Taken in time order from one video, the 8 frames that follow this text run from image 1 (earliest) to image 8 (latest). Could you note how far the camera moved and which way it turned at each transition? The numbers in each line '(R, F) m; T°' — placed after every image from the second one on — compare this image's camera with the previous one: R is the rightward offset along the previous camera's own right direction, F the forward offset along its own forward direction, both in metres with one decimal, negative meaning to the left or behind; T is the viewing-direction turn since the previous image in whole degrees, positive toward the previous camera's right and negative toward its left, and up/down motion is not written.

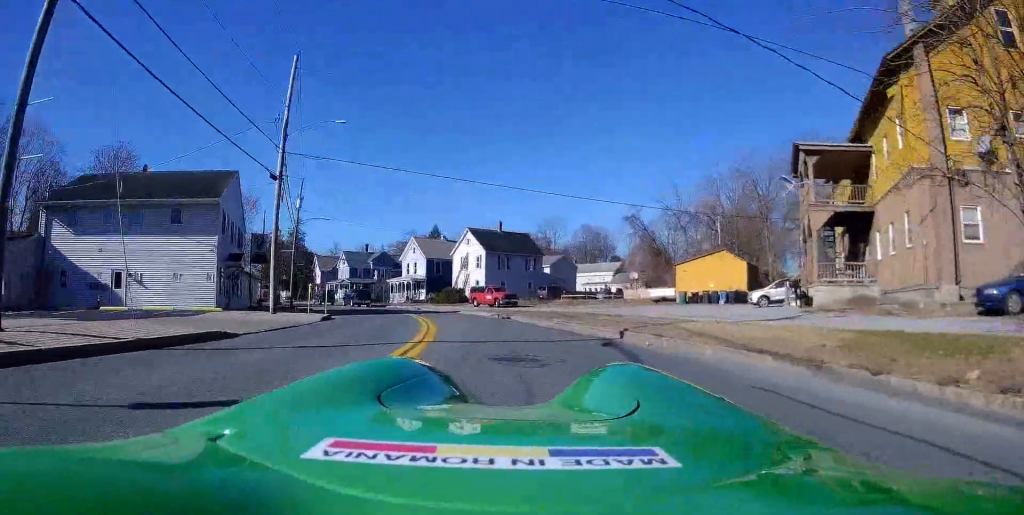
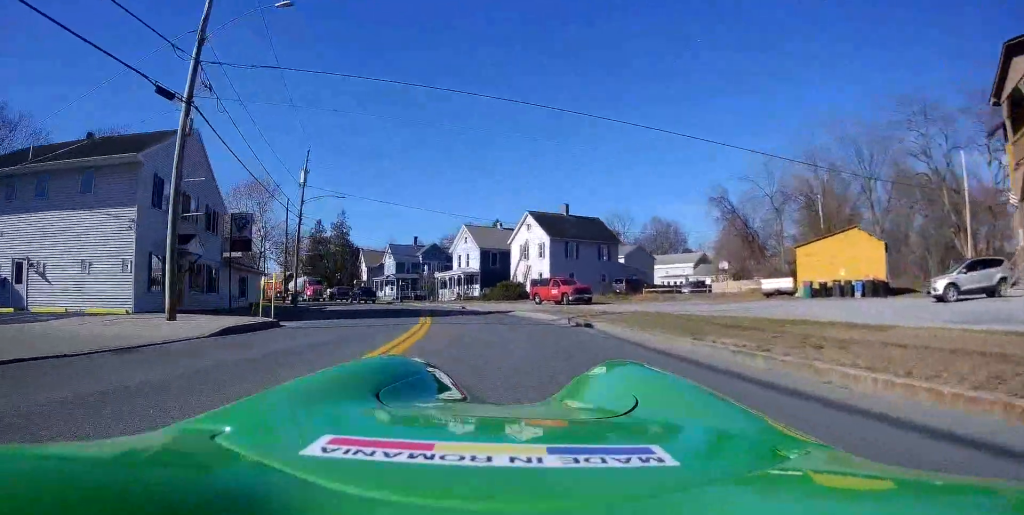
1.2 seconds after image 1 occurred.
(+0.3, +12.9) m; -3°
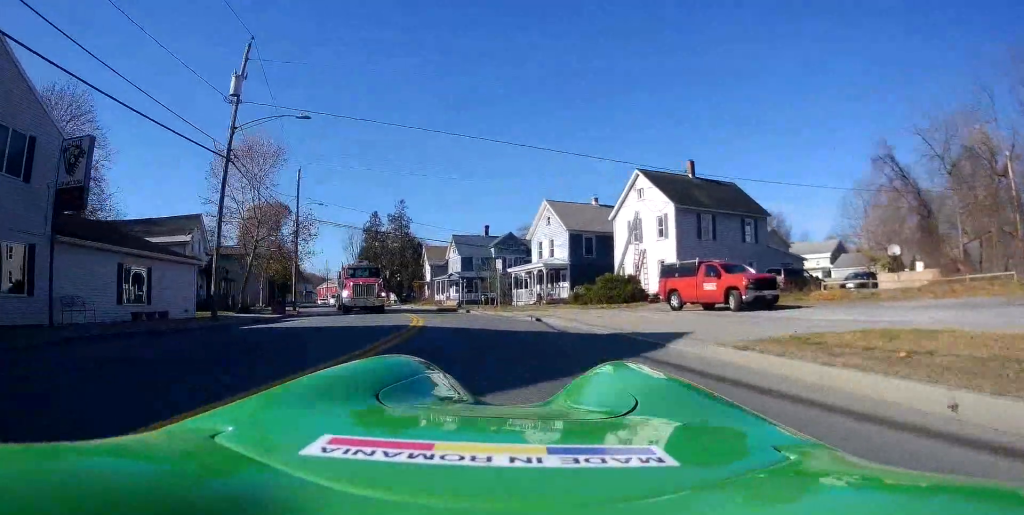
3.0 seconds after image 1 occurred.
(-1.6, +20.3) m; -7°
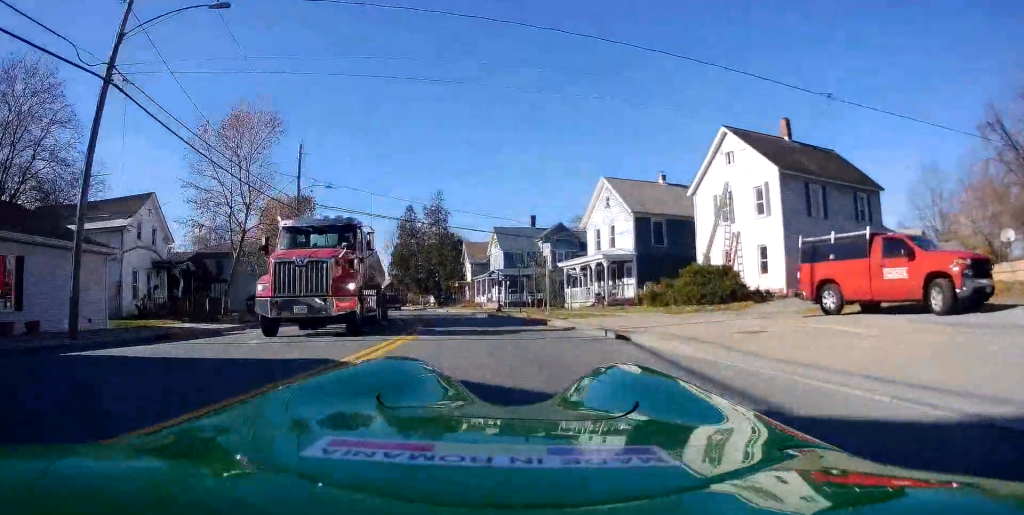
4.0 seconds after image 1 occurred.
(-0.3, +10.1) m; -6°
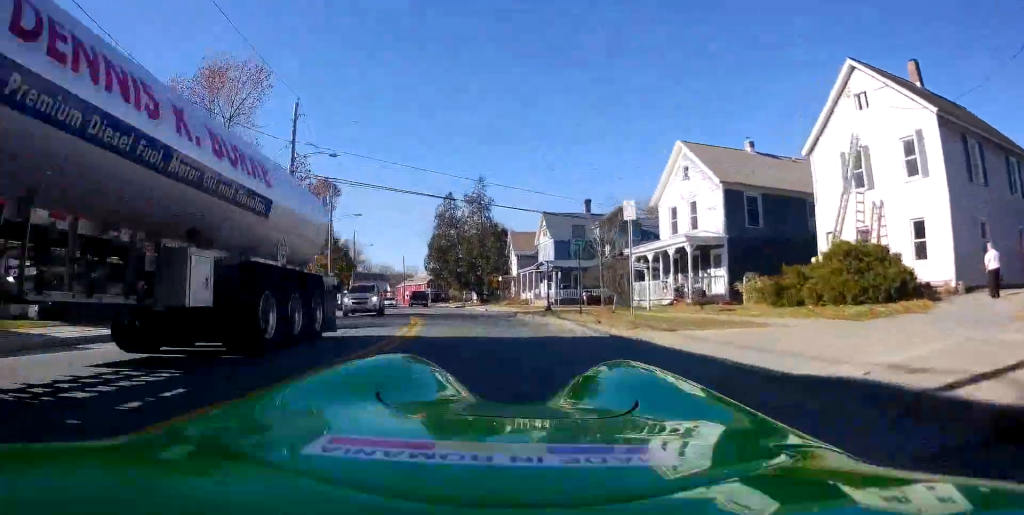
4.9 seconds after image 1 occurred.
(-0.7, +8.9) m; -7°
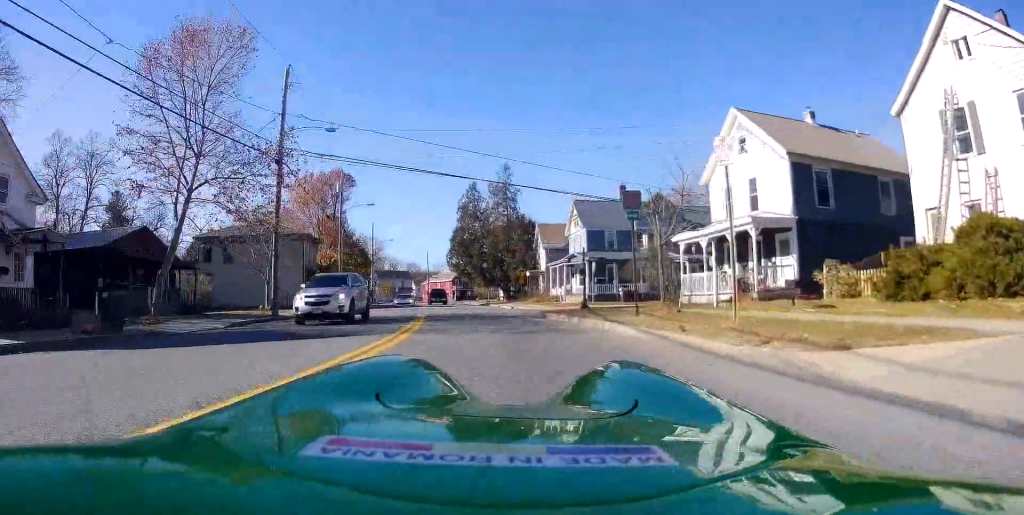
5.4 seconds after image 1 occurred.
(-0.2, +5.0) m; -2°
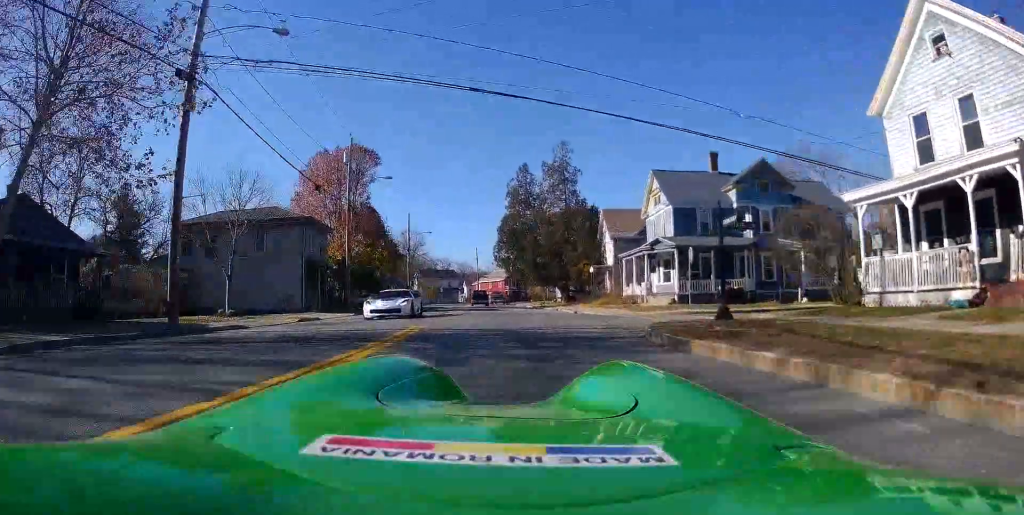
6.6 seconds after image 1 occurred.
(-0.3, +12.2) m; -6°
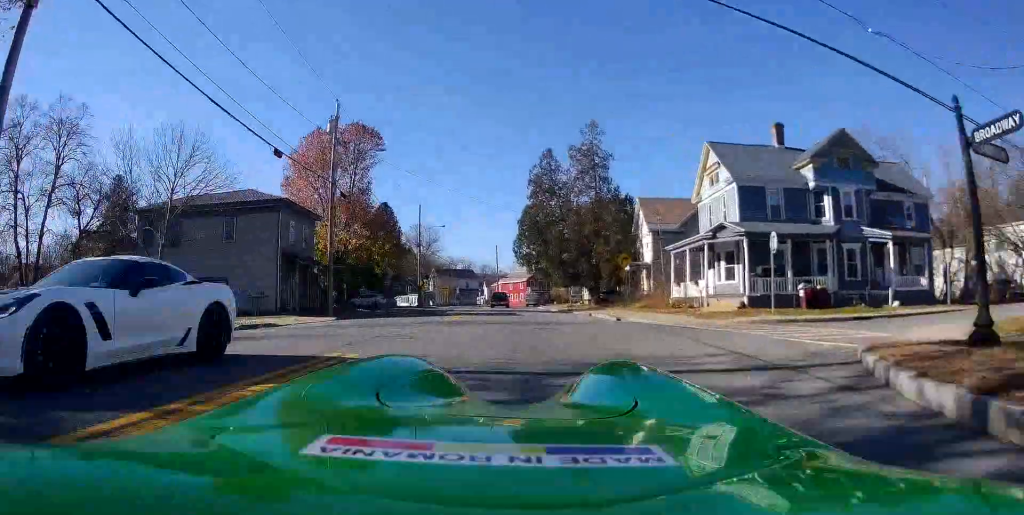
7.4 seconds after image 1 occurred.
(-0.5, +7.4) m; -4°
